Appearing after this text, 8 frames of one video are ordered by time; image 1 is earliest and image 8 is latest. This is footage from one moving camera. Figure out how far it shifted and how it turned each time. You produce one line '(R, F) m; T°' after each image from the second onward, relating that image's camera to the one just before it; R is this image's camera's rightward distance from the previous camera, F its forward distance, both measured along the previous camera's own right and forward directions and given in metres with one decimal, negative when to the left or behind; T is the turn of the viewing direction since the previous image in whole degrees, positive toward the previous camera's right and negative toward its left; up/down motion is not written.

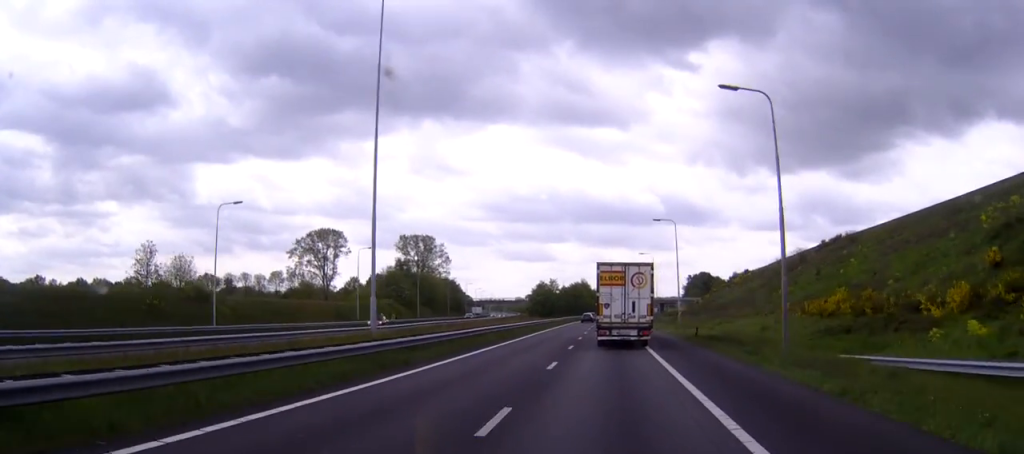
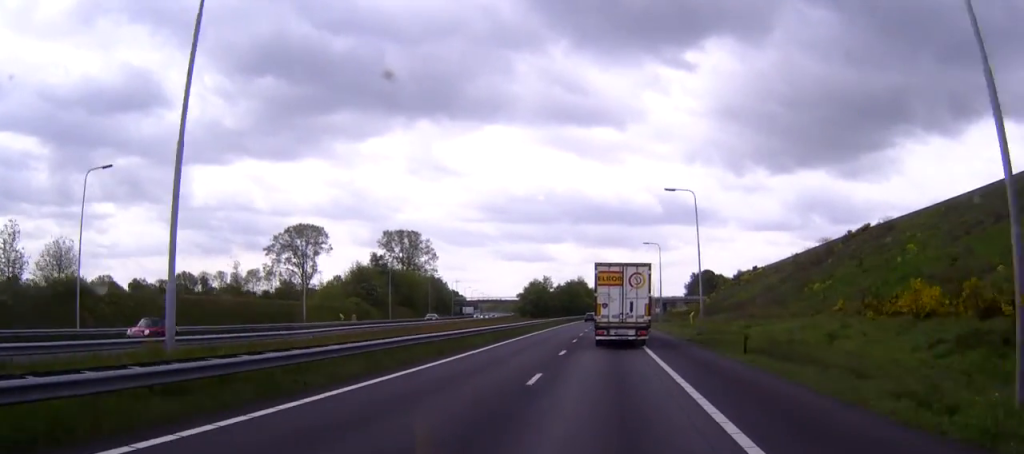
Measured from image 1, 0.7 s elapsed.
(0.0, +16.8) m; 0°
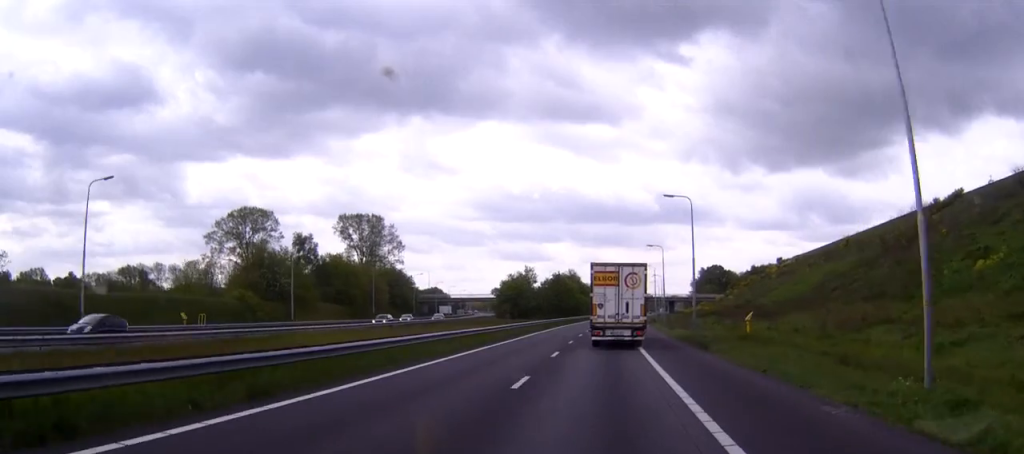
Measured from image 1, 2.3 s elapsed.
(0.0, +36.6) m; 0°
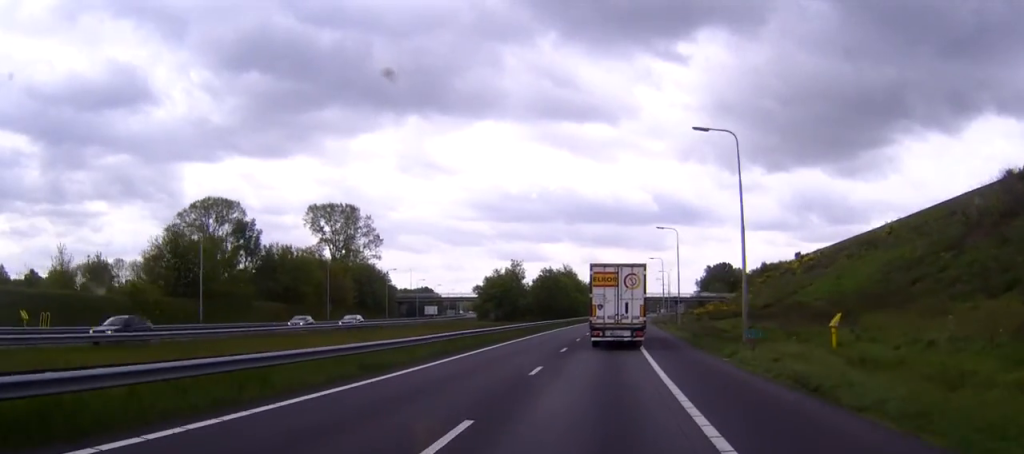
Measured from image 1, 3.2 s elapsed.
(0.0, +19.8) m; 0°
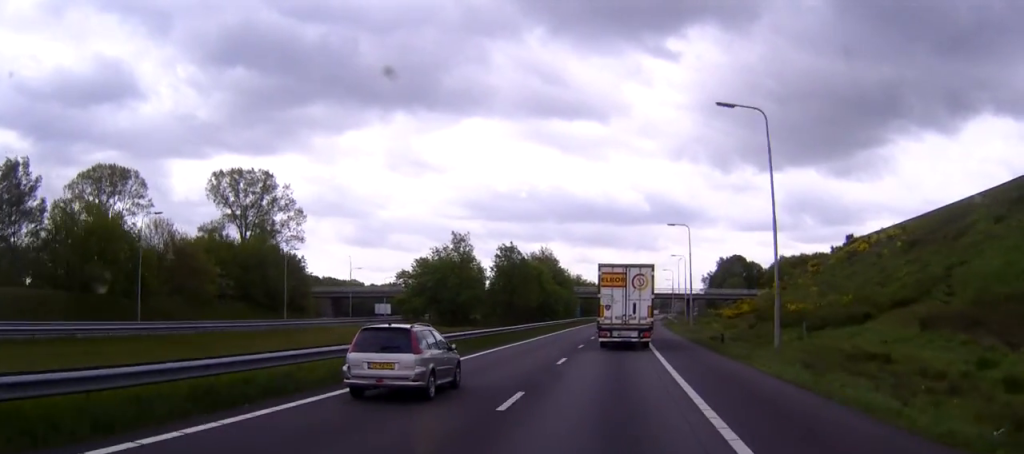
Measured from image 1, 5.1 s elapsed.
(+0.2, +43.6) m; +1°
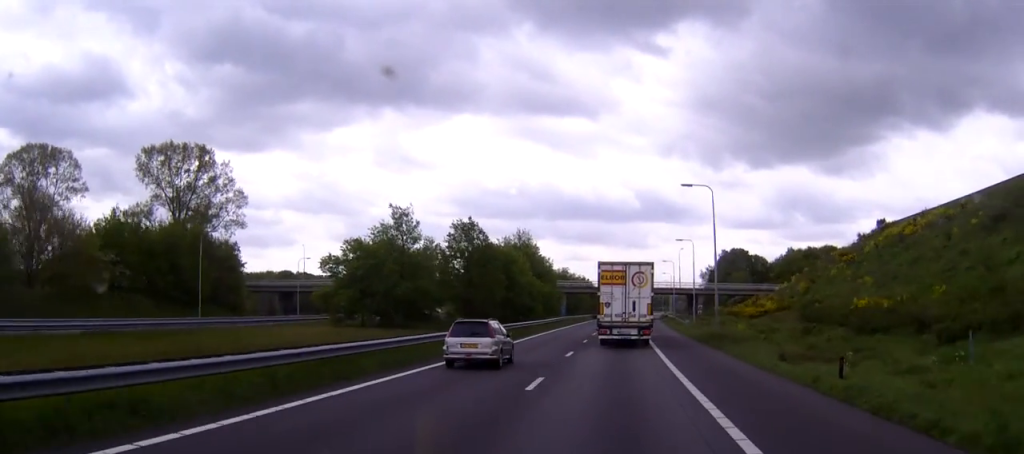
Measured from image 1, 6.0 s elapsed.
(+0.1, +20.7) m; 0°
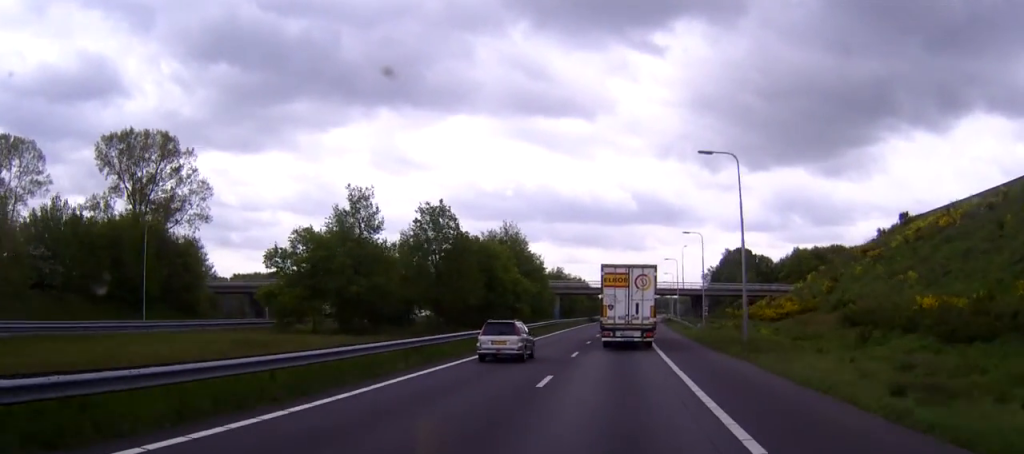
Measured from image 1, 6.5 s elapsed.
(0.0, +10.7) m; 0°
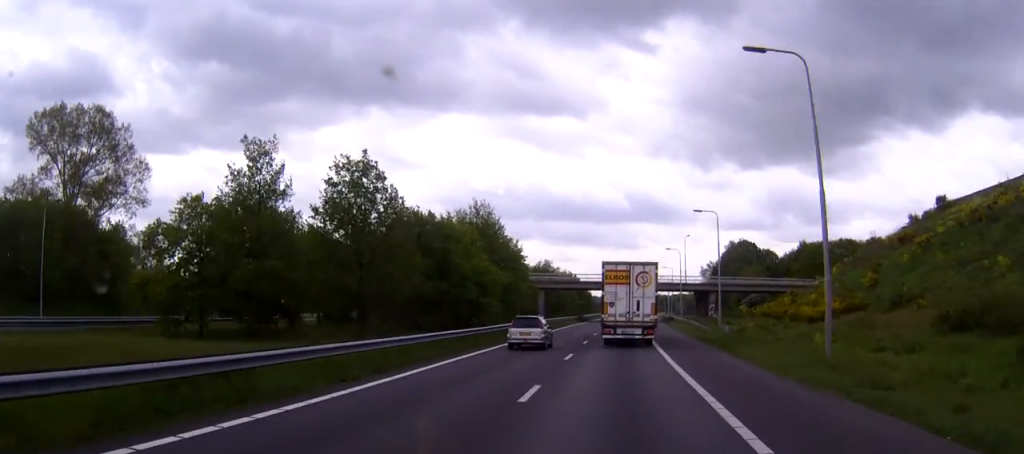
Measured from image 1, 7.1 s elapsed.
(+0.1, +15.3) m; +1°
